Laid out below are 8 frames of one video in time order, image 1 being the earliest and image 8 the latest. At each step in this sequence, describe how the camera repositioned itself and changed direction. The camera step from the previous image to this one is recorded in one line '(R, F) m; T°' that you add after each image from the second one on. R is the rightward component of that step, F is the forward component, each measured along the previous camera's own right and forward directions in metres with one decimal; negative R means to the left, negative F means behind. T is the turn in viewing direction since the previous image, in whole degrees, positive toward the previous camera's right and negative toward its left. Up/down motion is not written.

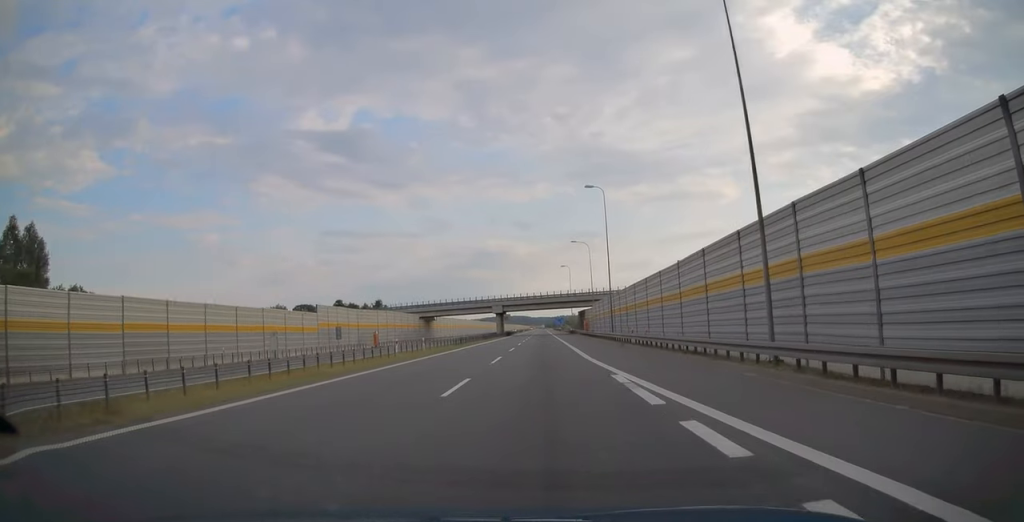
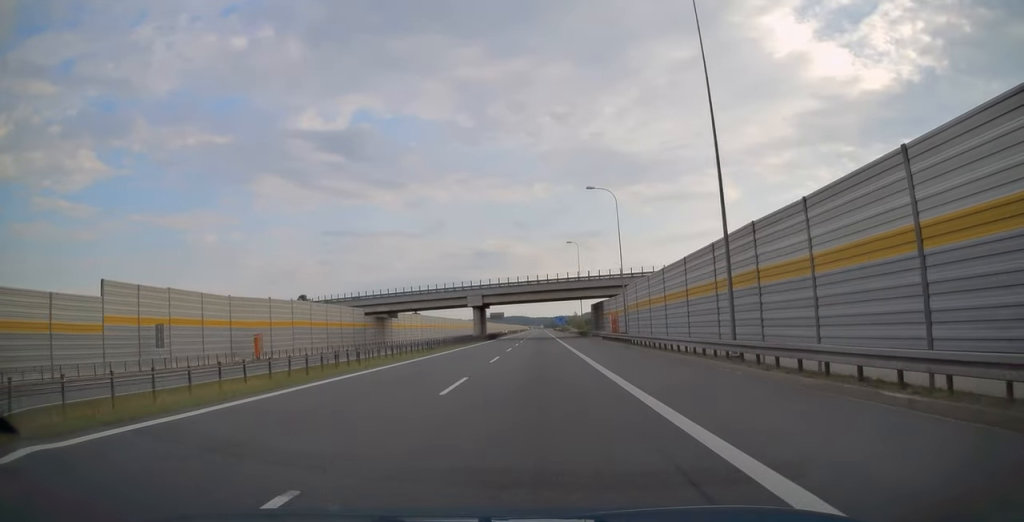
(0.0, +35.9) m; 0°
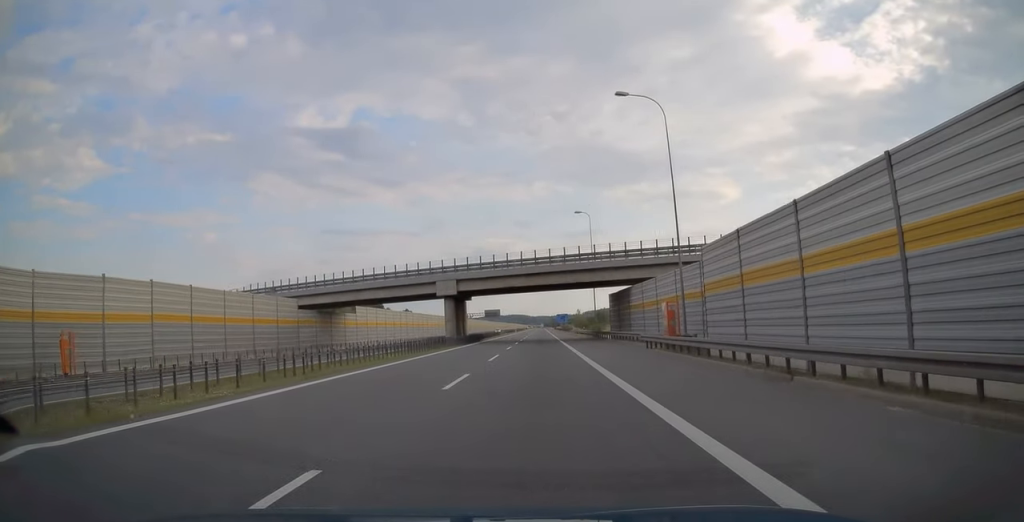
(0.0, +23.4) m; 0°
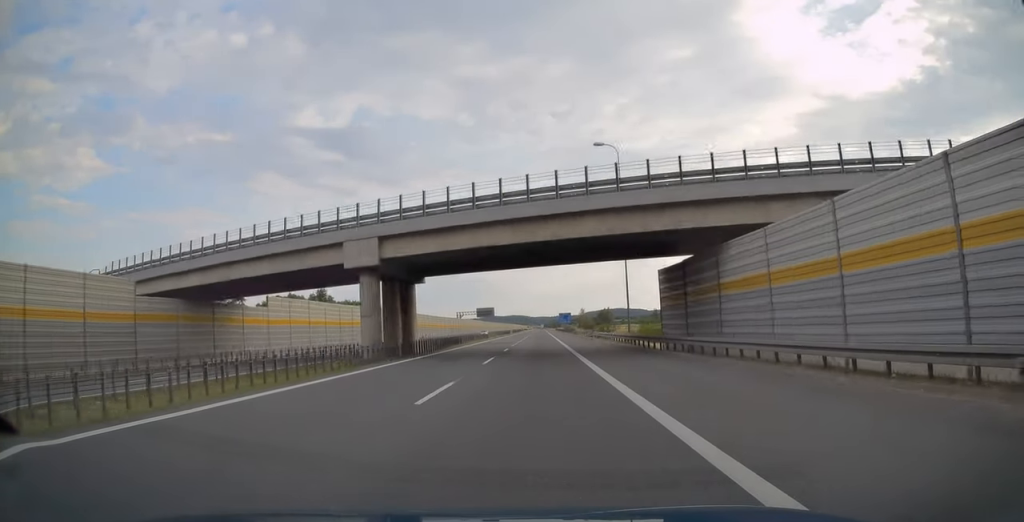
(0.0, +26.7) m; 0°
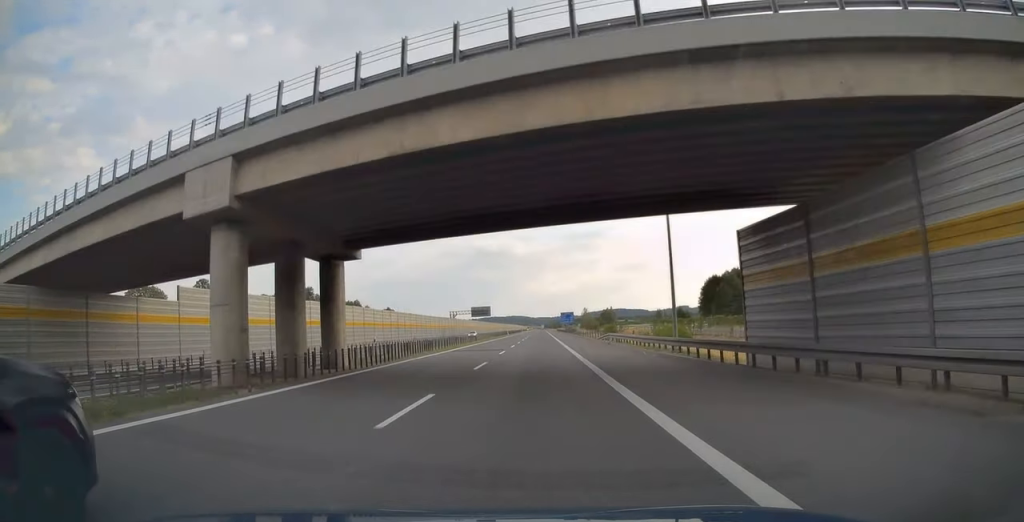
(0.0, +14.7) m; 0°
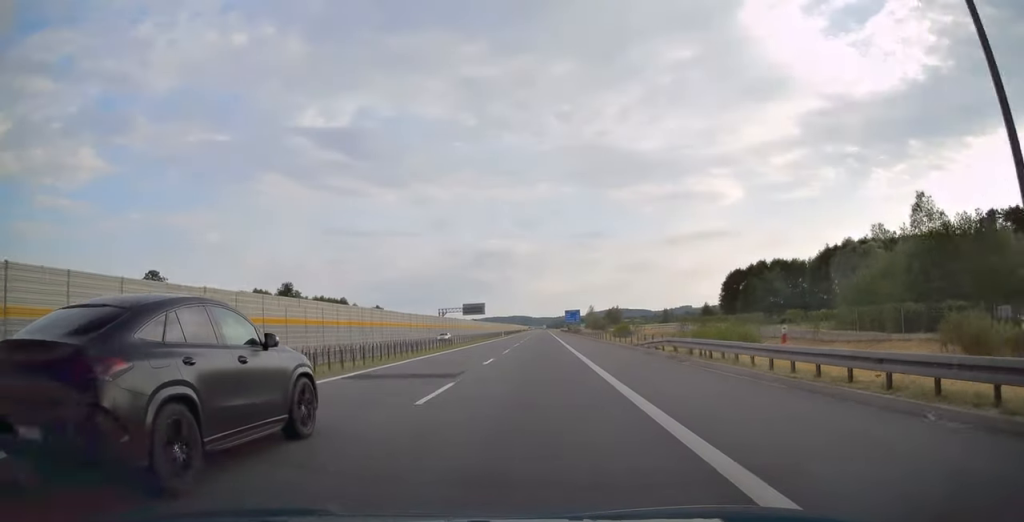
(-0.1, +21.9) m; 0°
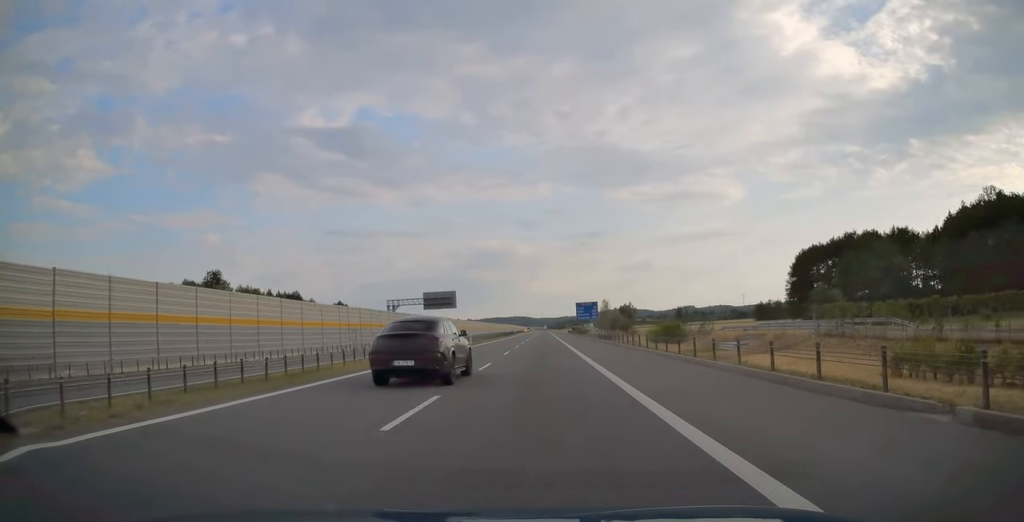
(0.0, +51.4) m; 0°
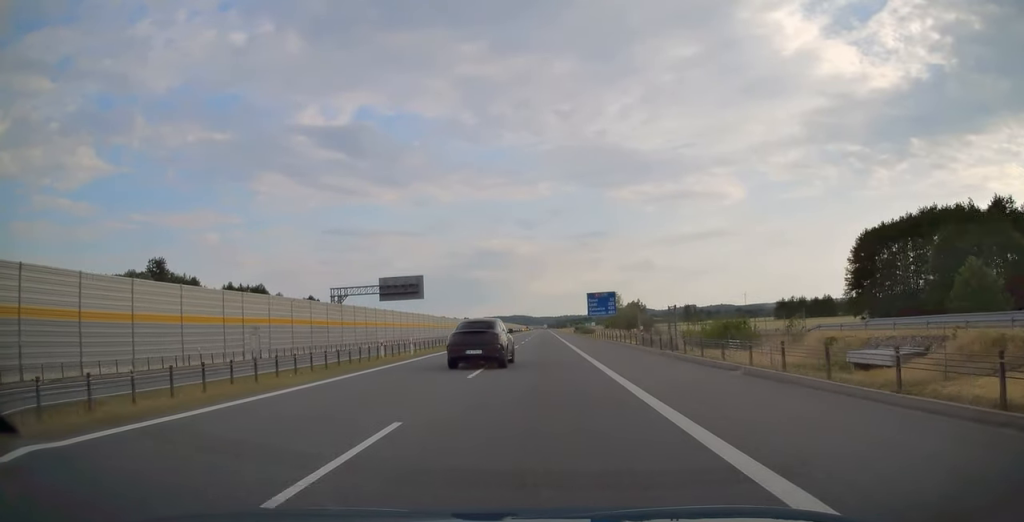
(-0.1, +27.8) m; 0°
